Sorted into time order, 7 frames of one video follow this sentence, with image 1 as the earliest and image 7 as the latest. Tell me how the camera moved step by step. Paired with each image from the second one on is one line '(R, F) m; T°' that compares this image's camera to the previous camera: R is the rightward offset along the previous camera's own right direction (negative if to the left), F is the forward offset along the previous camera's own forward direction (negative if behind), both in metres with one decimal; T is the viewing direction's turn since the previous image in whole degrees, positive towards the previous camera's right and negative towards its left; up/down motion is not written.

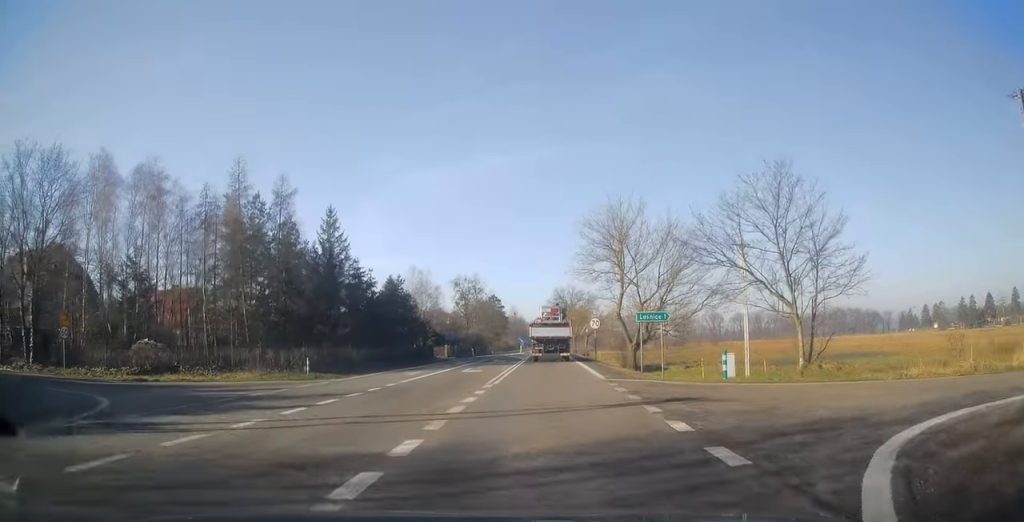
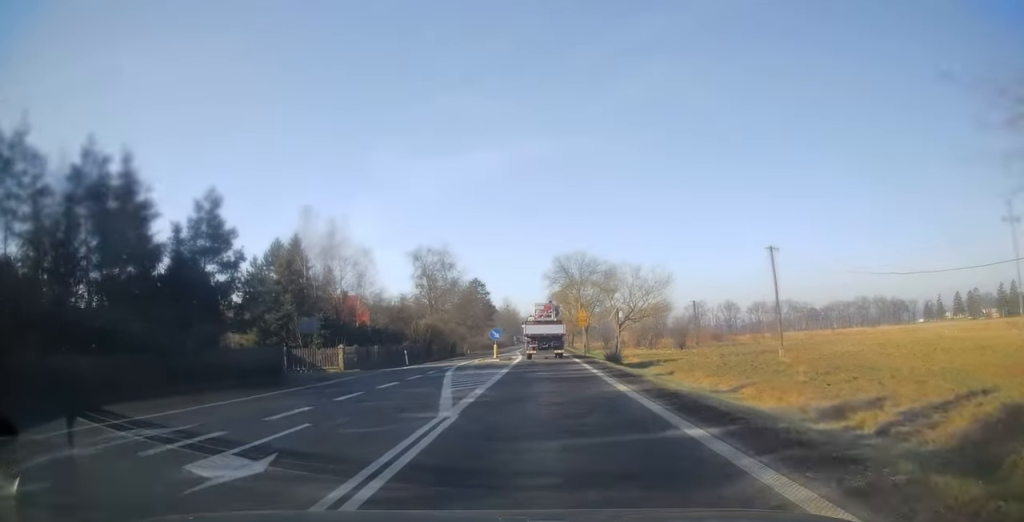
(+0.4, +38.1) m; 0°
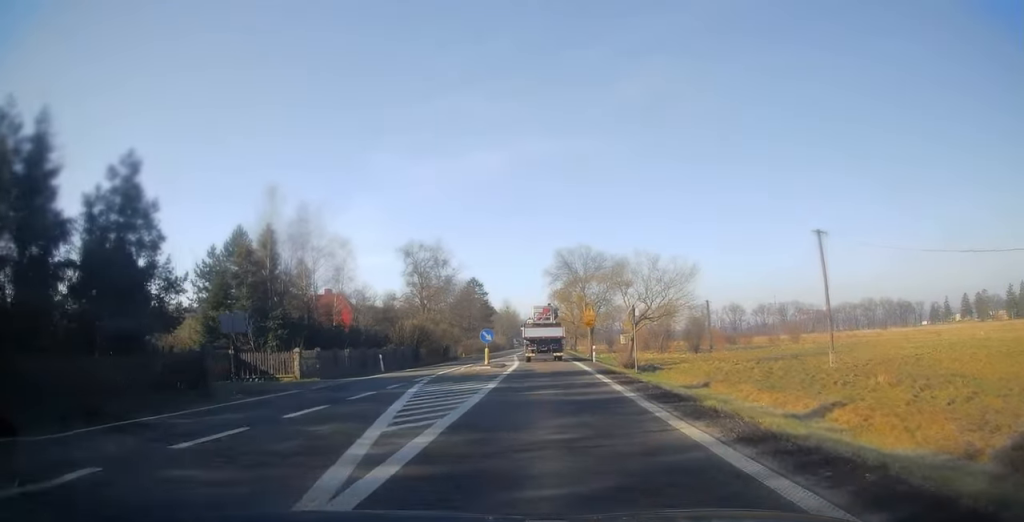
(0.0, +7.0) m; 0°
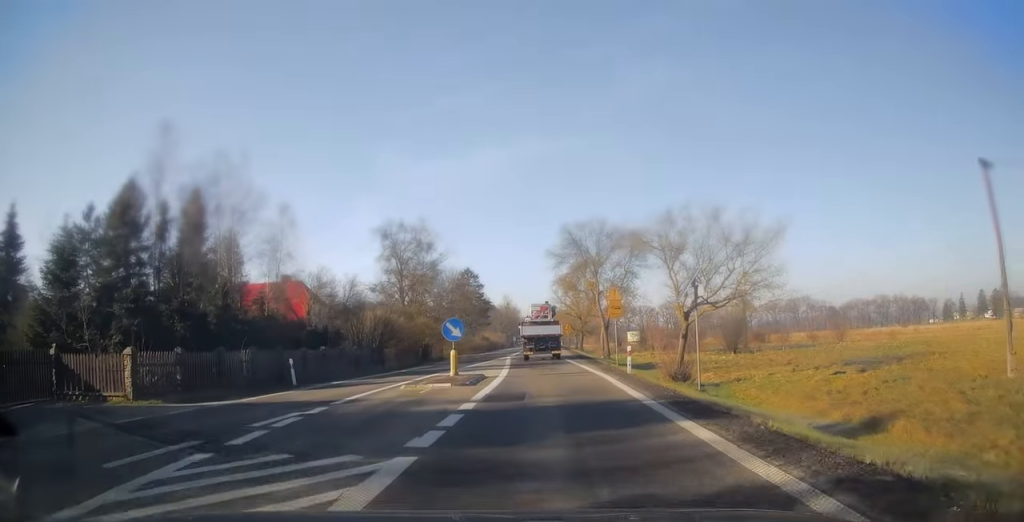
(-0.3, +13.8) m; 0°
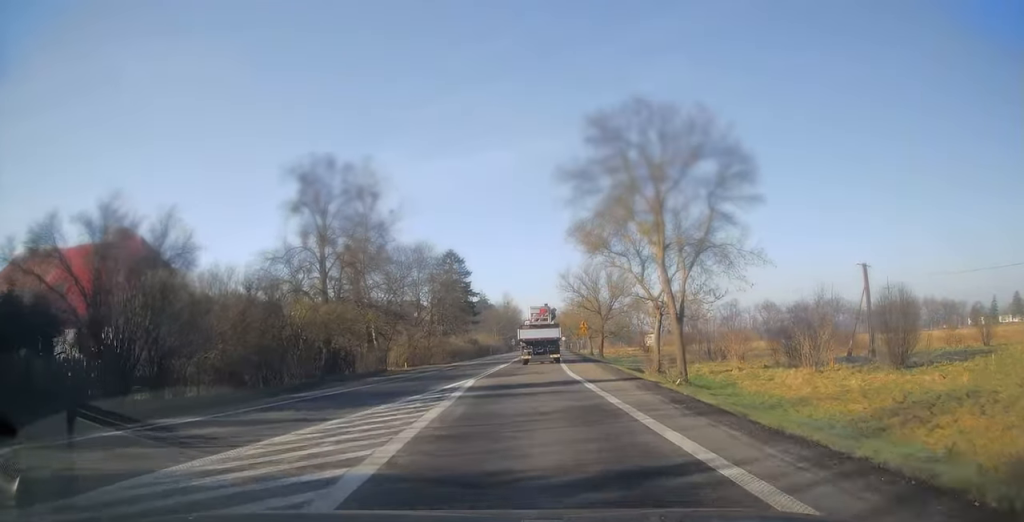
(+0.2, +28.1) m; -1°
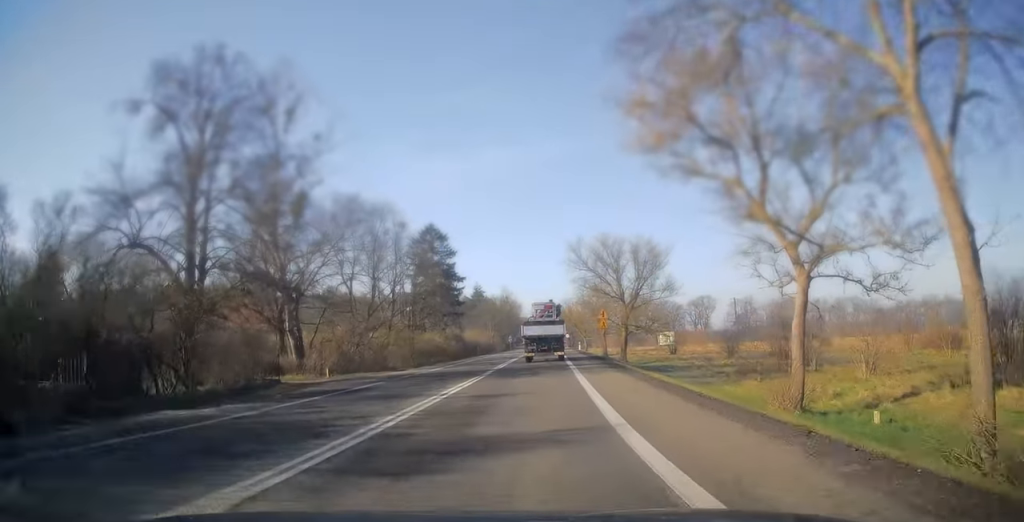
(-0.1, +19.0) m; +1°
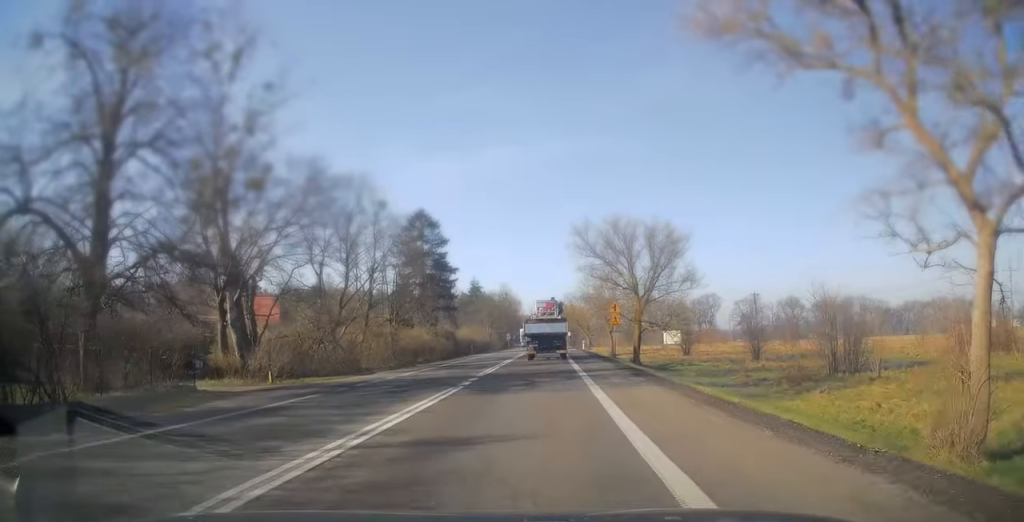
(0.0, +7.1) m; 0°
